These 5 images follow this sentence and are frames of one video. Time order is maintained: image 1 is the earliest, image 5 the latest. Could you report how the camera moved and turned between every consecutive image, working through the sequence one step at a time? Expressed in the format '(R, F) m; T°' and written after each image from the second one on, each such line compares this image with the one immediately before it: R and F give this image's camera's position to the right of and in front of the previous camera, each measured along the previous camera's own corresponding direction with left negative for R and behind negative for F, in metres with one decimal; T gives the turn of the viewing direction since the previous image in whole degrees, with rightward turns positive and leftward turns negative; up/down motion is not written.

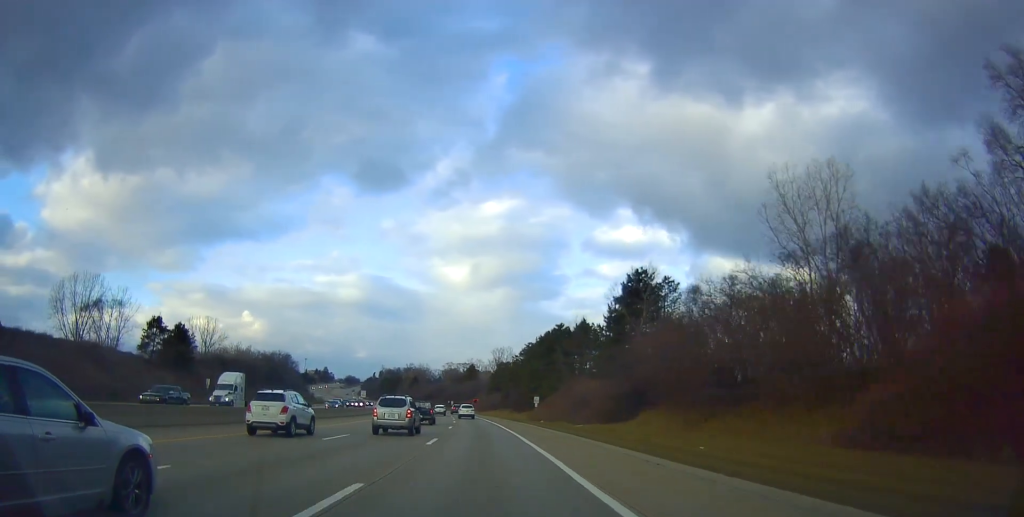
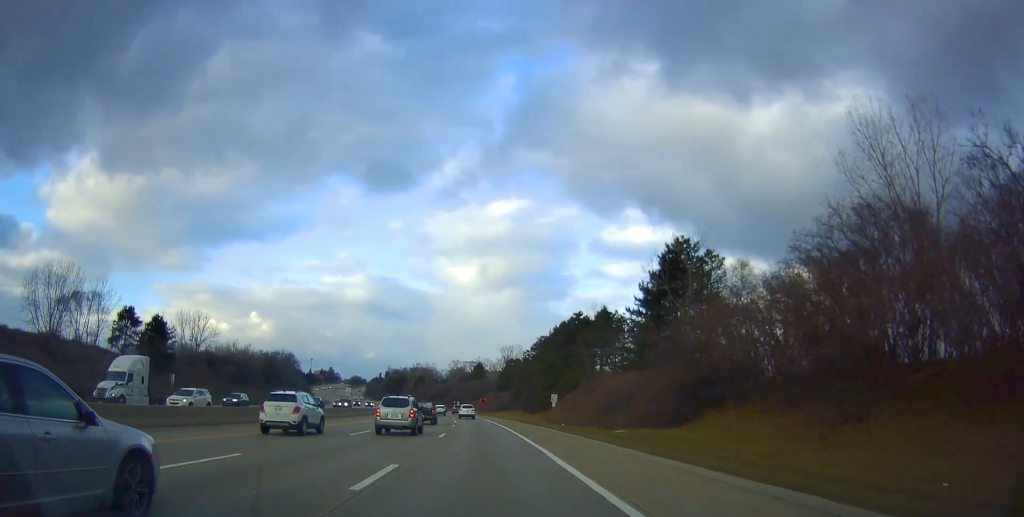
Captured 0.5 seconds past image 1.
(+0.2, +11.6) m; -1°
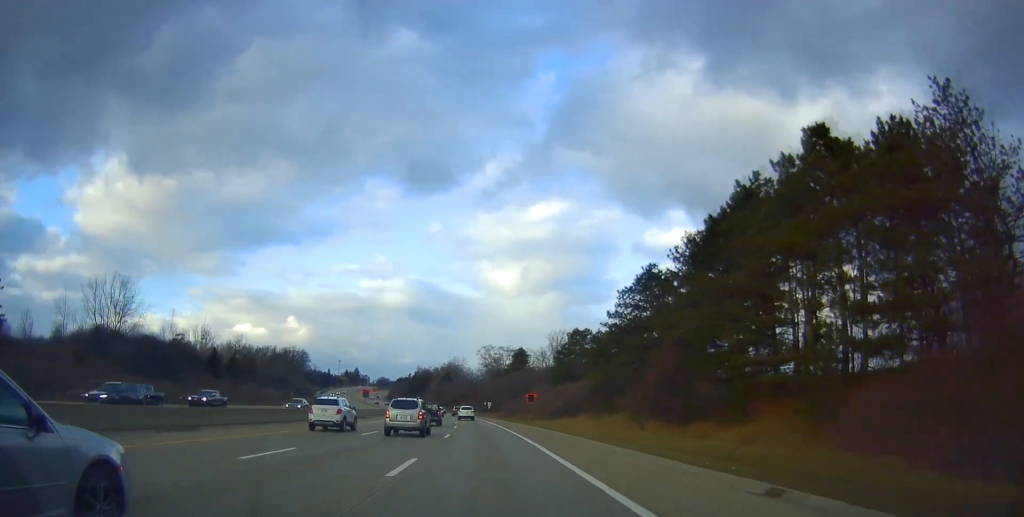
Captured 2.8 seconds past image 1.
(-4.0, +58.4) m; -5°
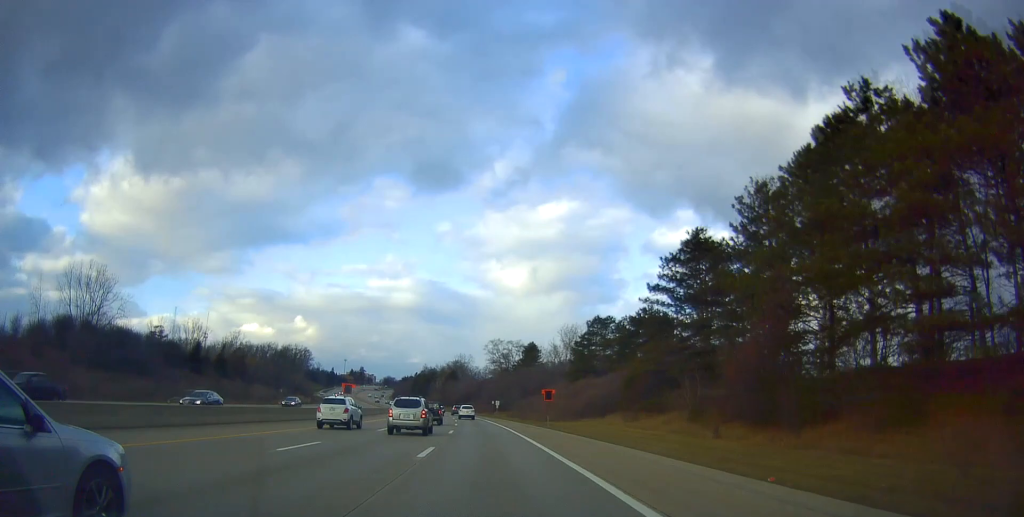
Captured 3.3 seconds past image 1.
(+0.2, +11.5) m; 0°
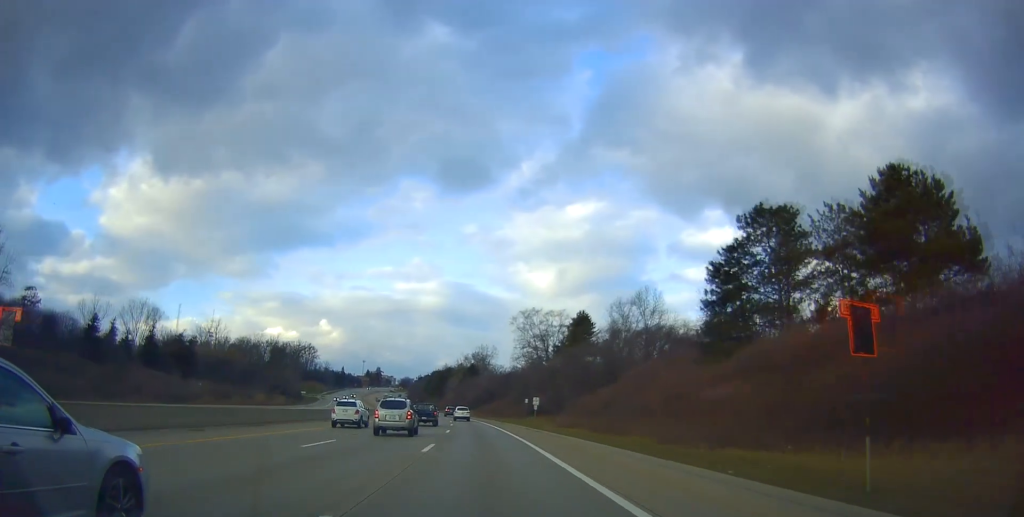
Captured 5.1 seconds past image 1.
(-1.6, +43.5) m; -4°
